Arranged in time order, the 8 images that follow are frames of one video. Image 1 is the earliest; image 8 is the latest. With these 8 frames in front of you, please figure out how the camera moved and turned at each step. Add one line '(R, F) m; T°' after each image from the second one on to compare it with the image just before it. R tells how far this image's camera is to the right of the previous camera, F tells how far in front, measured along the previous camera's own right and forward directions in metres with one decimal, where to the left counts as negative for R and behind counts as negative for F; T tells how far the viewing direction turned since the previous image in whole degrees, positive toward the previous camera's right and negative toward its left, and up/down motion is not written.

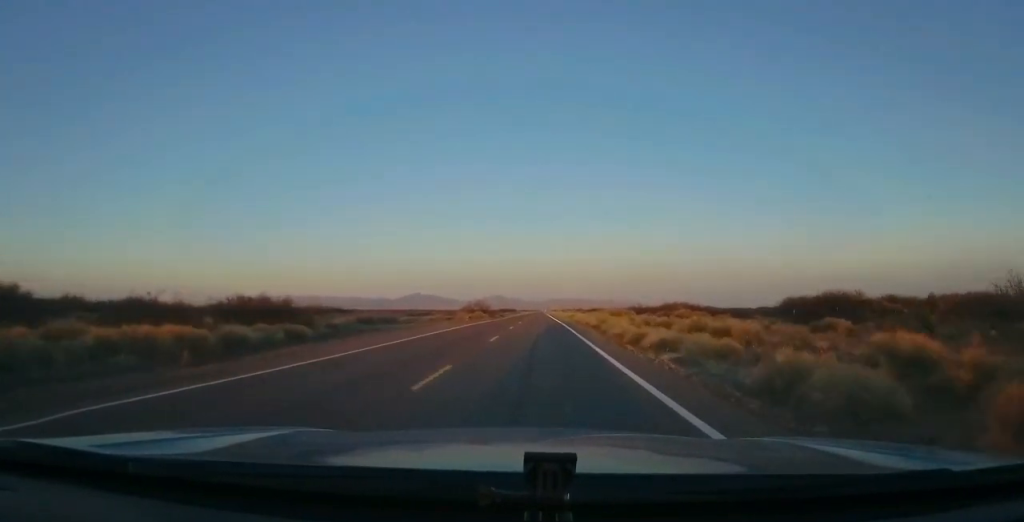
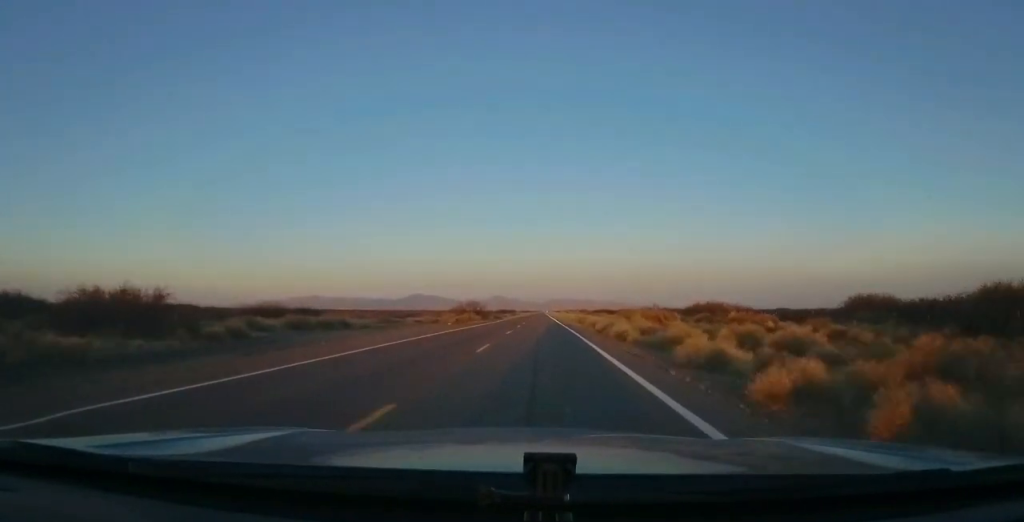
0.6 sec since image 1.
(0.0, +16.5) m; -1°
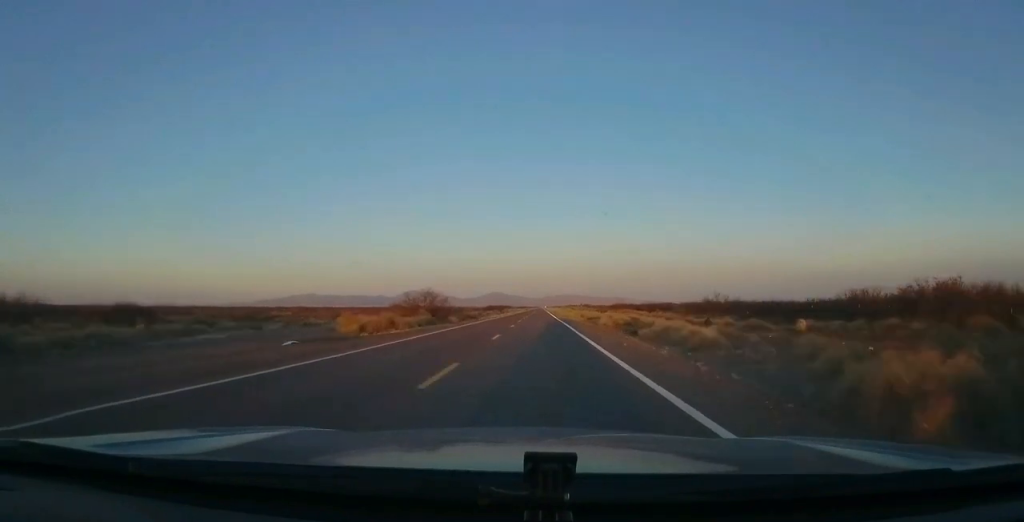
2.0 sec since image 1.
(-0.7, +42.8) m; -1°
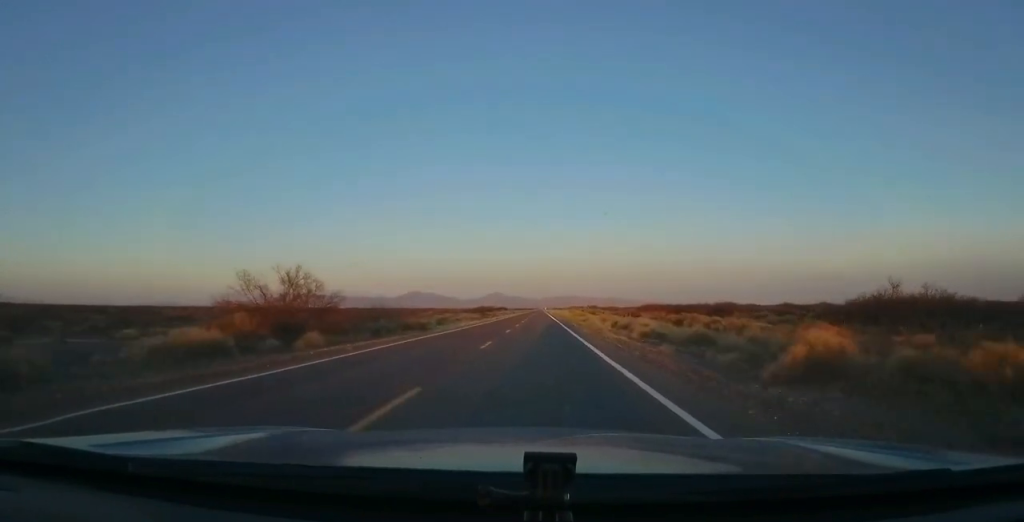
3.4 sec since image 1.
(+0.7, +39.0) m; +1°
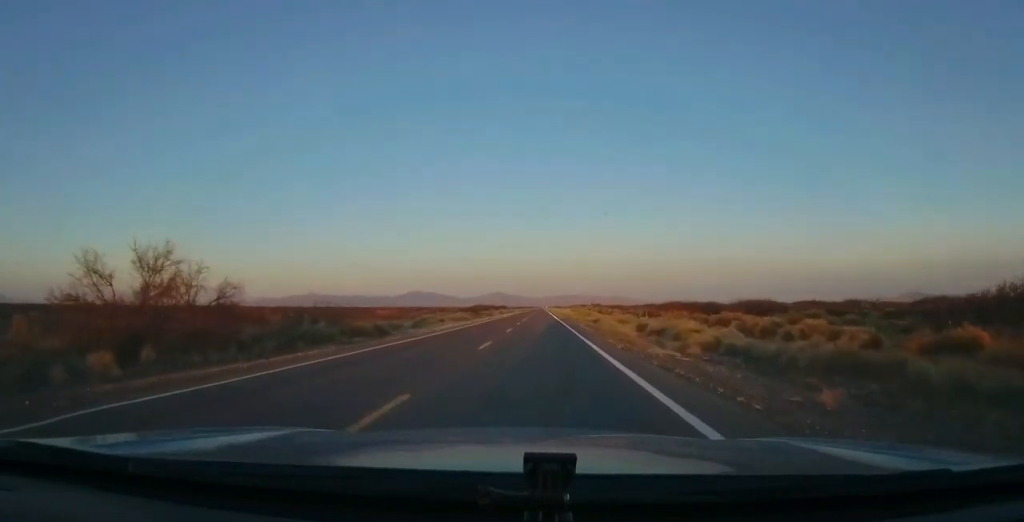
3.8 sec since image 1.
(+0.1, +12.7) m; -1°
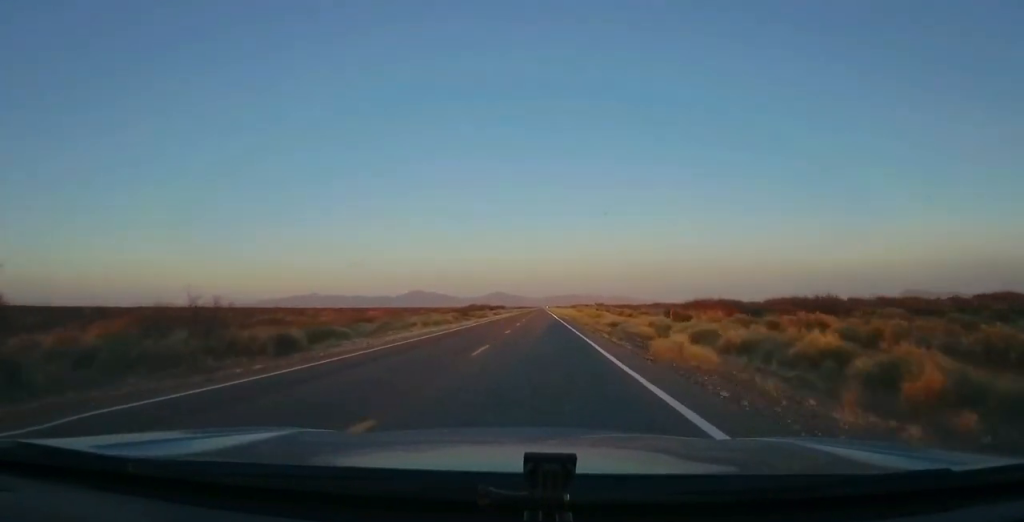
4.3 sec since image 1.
(0.0, +13.6) m; 0°
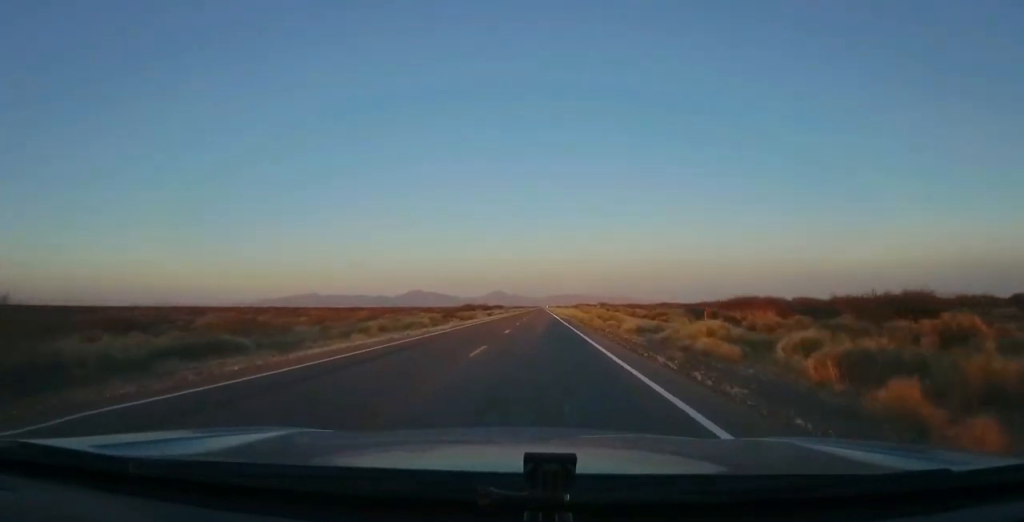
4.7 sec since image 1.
(-0.3, +12.7) m; 0°
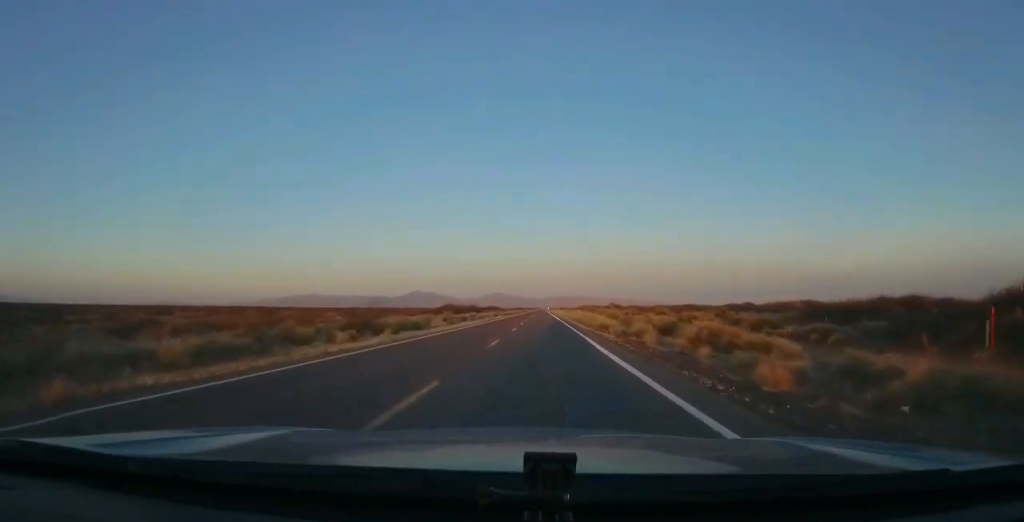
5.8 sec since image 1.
(+0.2, +32.2) m; 0°
